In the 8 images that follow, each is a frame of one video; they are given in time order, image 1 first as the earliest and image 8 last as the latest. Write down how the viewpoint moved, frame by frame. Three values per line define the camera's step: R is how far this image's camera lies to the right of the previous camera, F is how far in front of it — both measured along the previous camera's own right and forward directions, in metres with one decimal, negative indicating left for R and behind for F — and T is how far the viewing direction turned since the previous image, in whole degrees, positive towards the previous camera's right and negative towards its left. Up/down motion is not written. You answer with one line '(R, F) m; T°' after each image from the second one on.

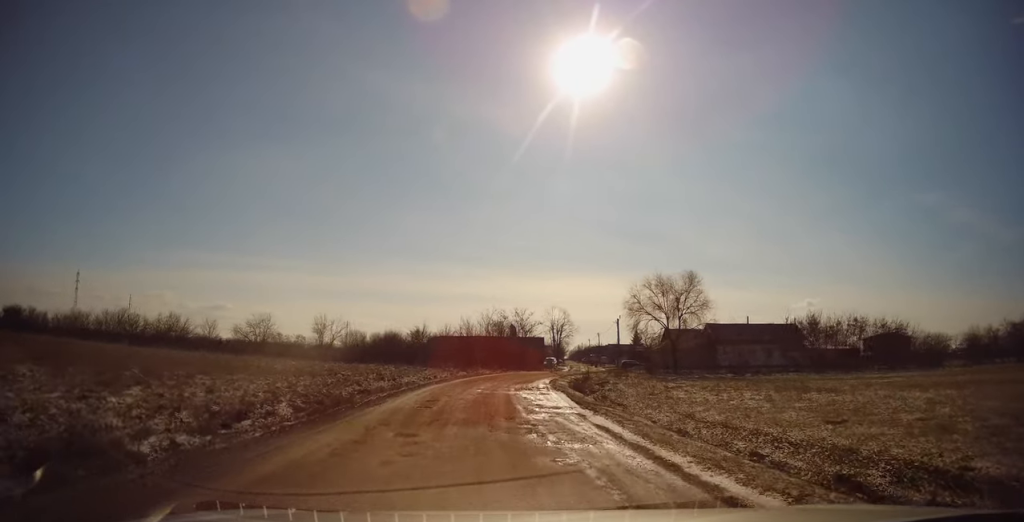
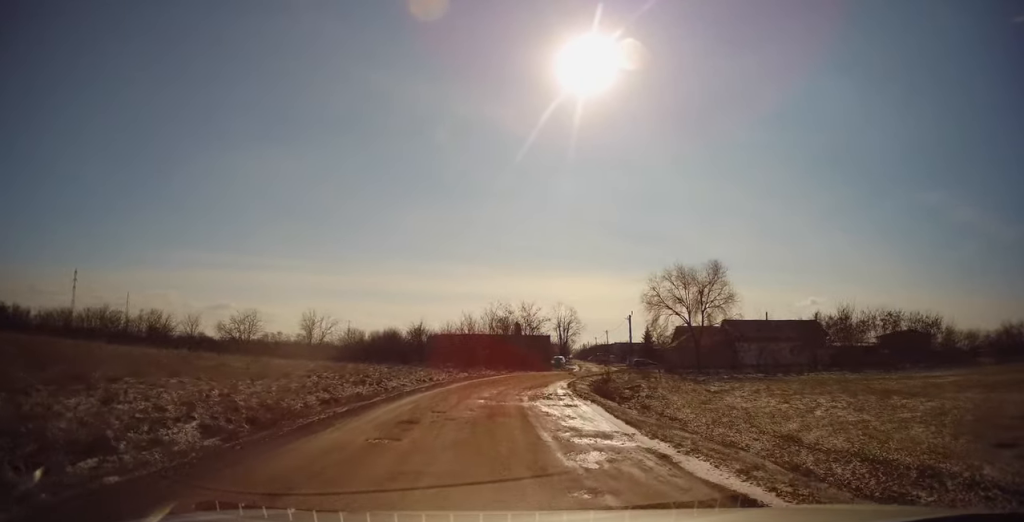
(+0.1, +5.2) m; -1°
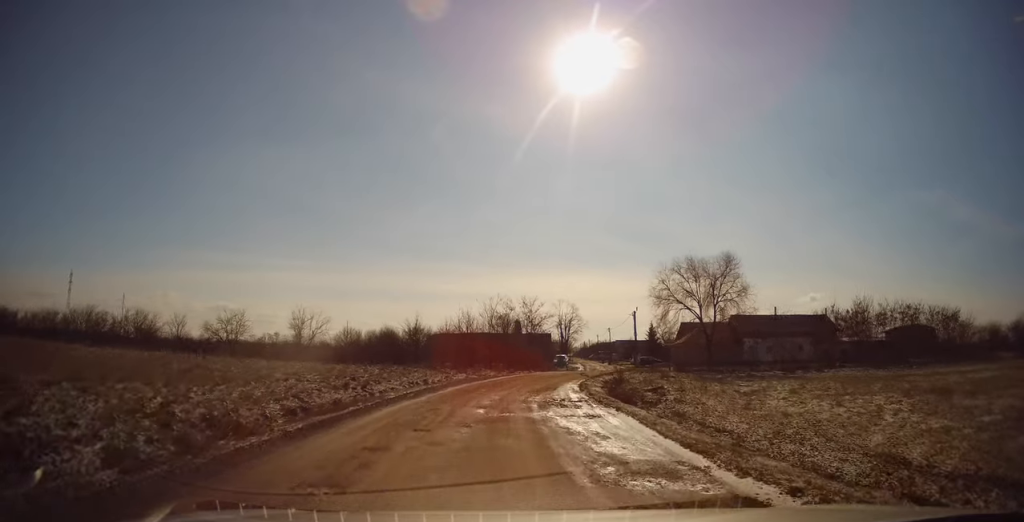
(0.0, +3.0) m; 0°
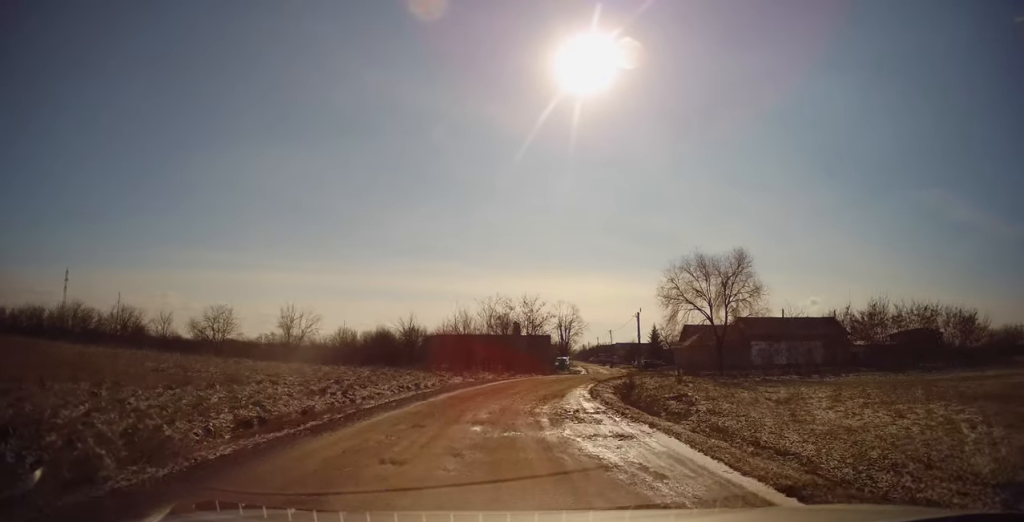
(-0.2, +2.7) m; -1°
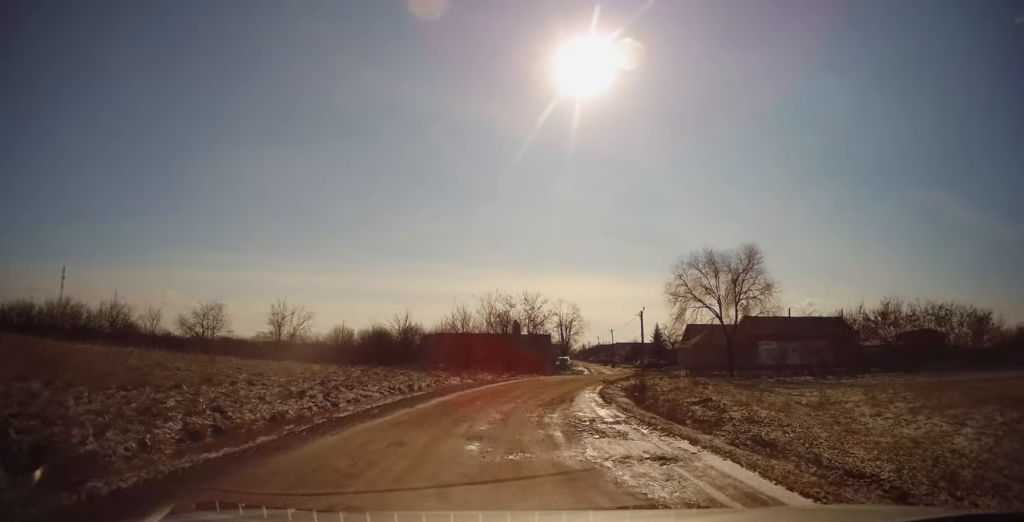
(+0.1, +2.1) m; 0°
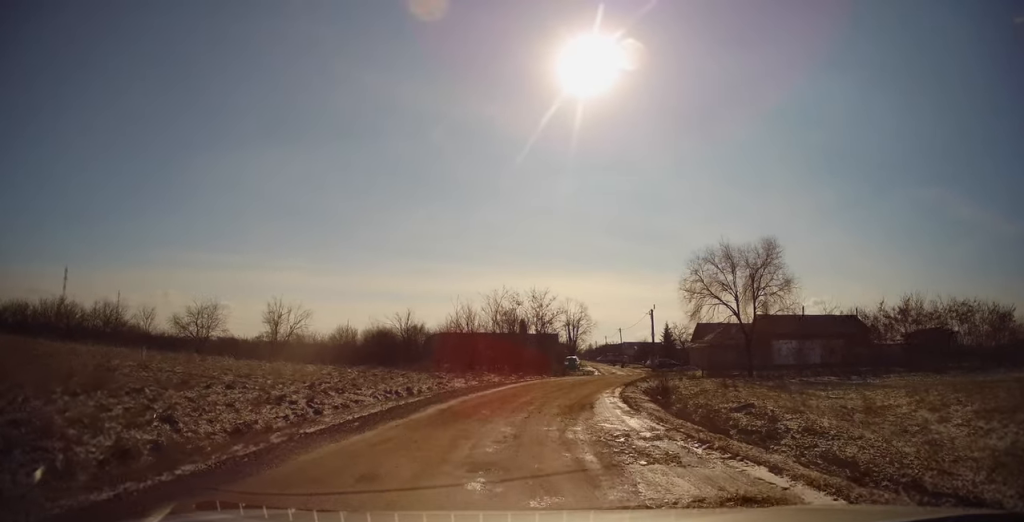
(+0.1, +2.4) m; 0°
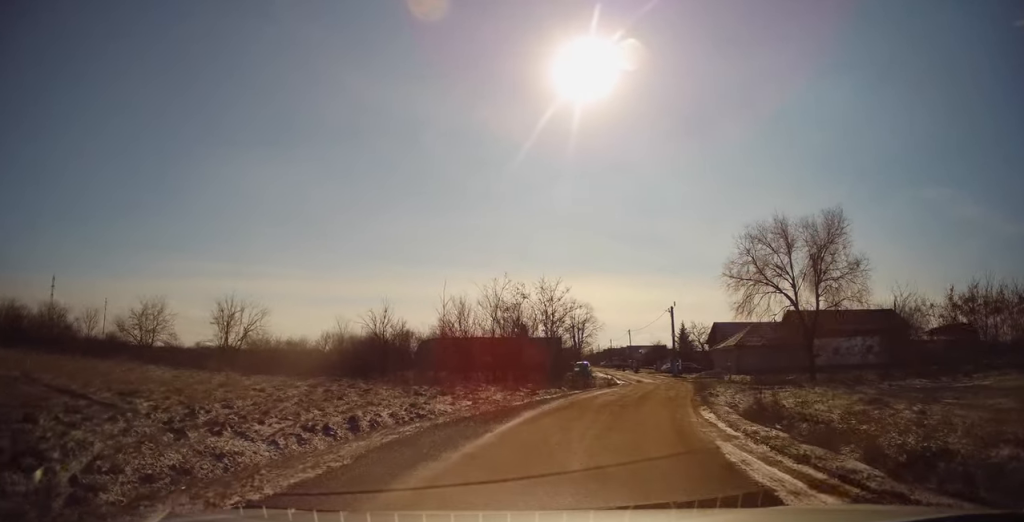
(+0.3, +9.3) m; +6°
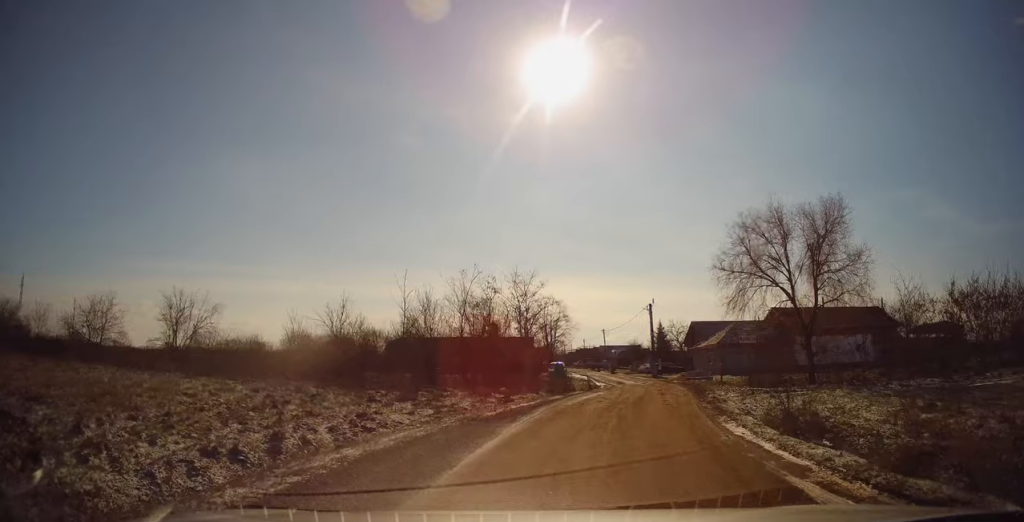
(0.0, +3.1) m; +2°
